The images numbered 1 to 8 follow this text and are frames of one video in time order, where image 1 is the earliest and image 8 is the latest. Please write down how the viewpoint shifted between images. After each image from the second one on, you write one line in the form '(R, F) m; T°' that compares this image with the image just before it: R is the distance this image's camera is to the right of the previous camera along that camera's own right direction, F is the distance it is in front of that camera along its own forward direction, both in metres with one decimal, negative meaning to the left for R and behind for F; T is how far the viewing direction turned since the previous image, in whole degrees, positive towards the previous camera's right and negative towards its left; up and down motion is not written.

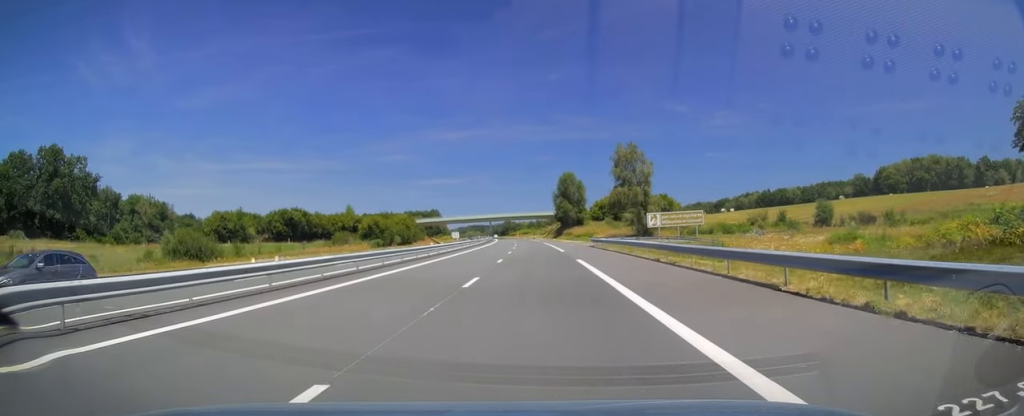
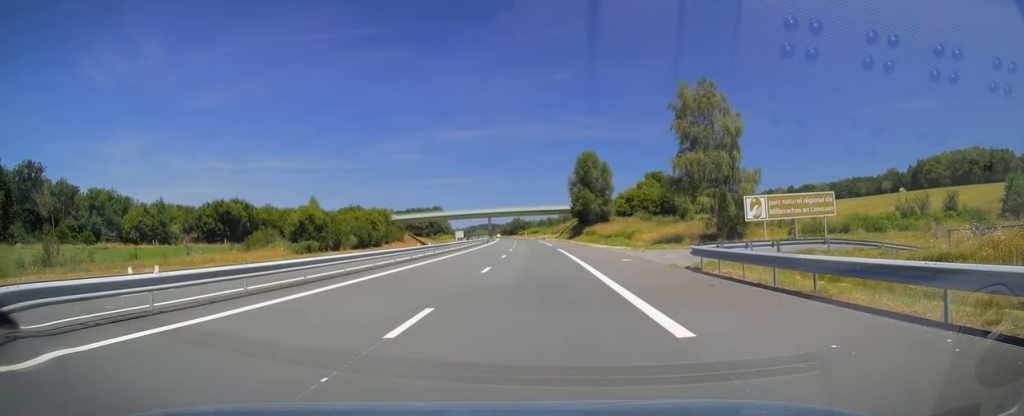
(-0.3, +33.6) m; -1°
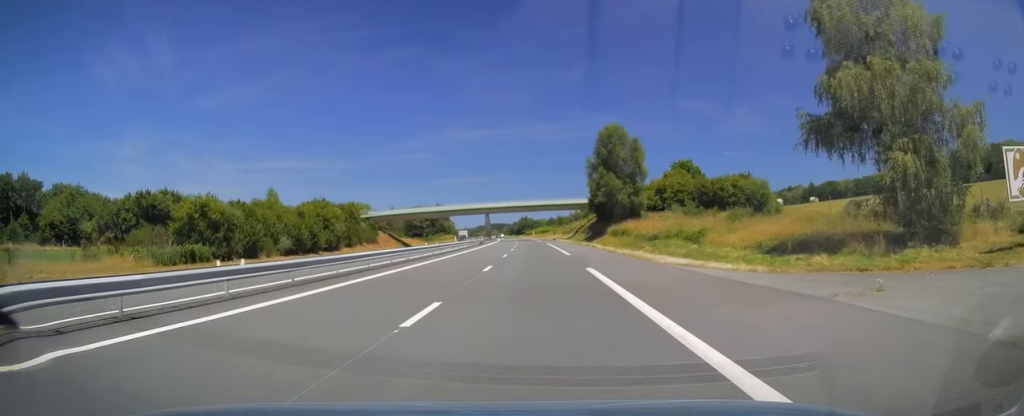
(-0.1, +25.1) m; -1°
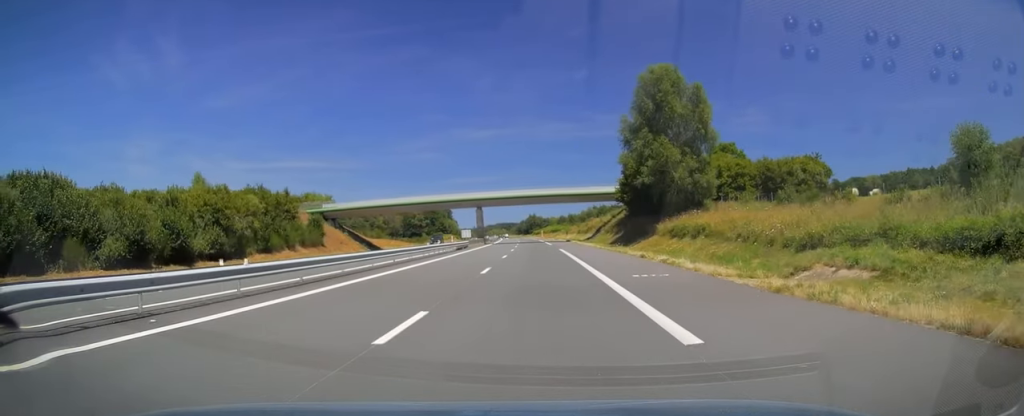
(-0.1, +27.6) m; -1°
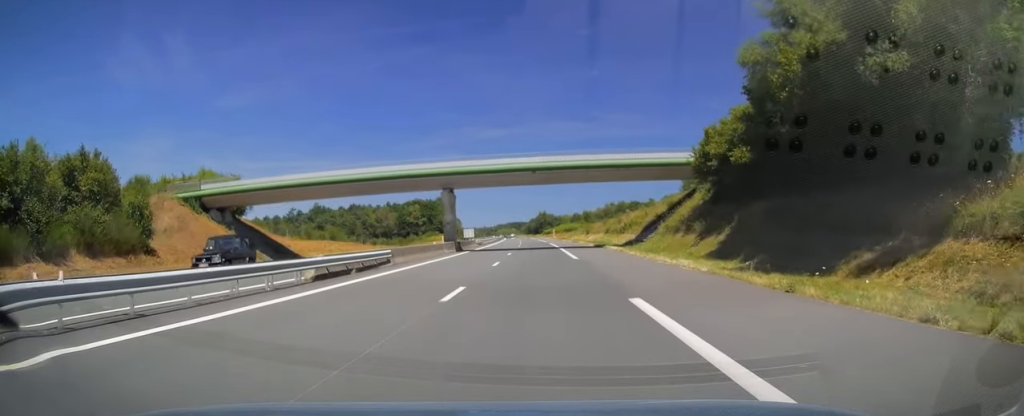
(-0.4, +34.5) m; -1°
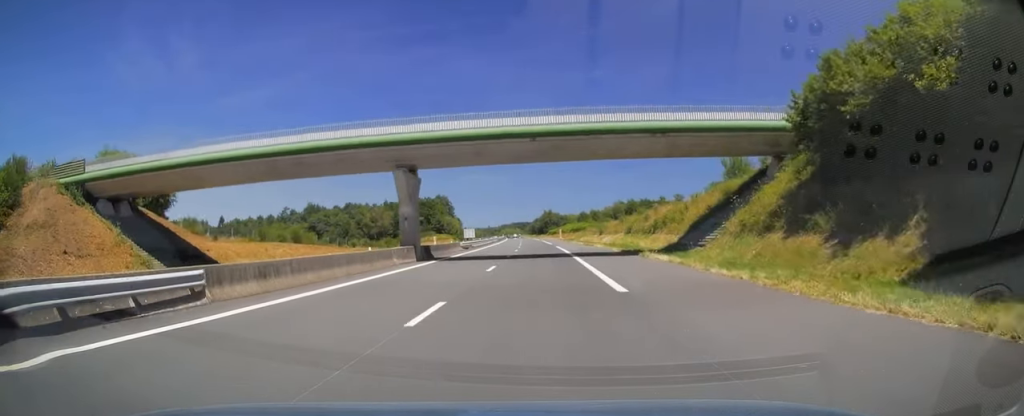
(0.0, +16.3) m; 0°
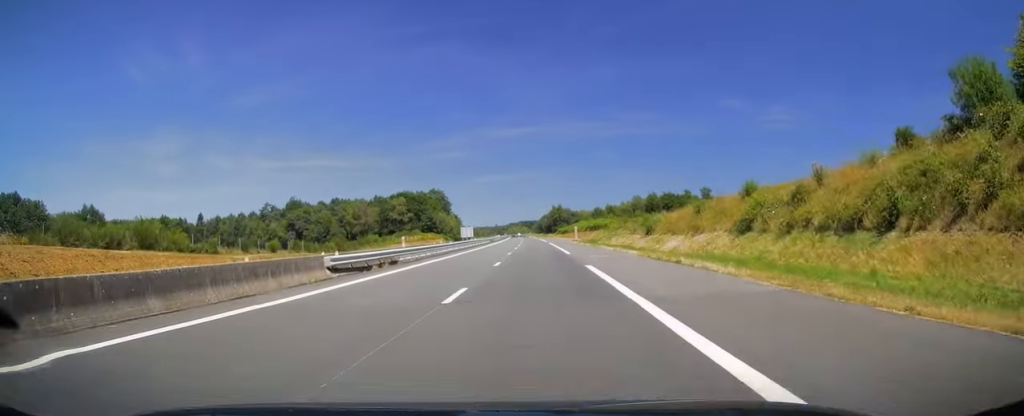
(-0.4, +35.0) m; -1°
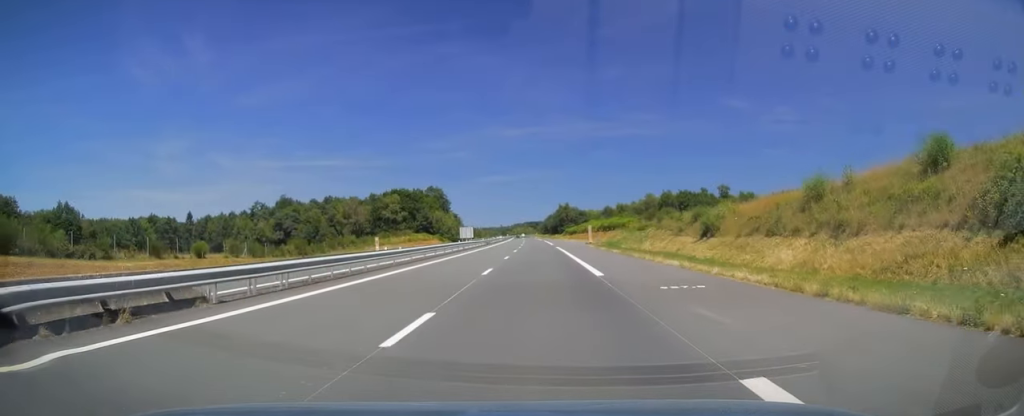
(-0.2, +17.8) m; 0°
